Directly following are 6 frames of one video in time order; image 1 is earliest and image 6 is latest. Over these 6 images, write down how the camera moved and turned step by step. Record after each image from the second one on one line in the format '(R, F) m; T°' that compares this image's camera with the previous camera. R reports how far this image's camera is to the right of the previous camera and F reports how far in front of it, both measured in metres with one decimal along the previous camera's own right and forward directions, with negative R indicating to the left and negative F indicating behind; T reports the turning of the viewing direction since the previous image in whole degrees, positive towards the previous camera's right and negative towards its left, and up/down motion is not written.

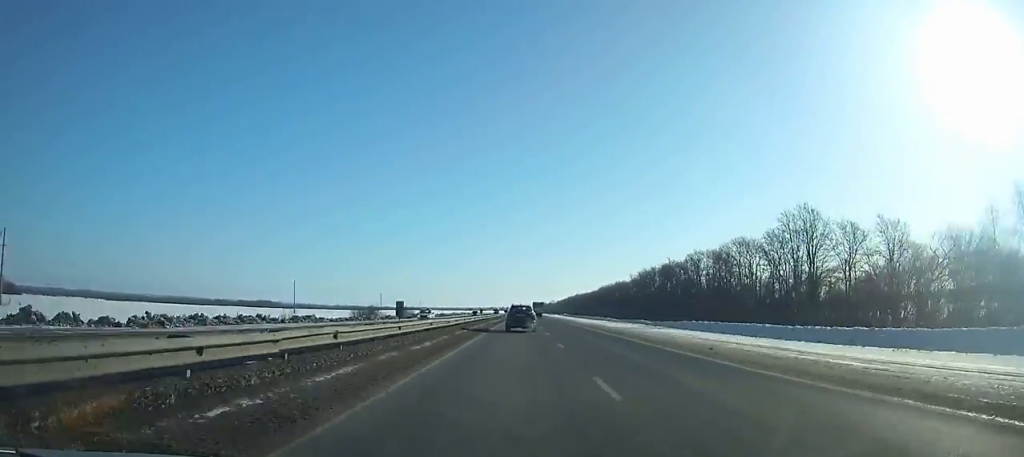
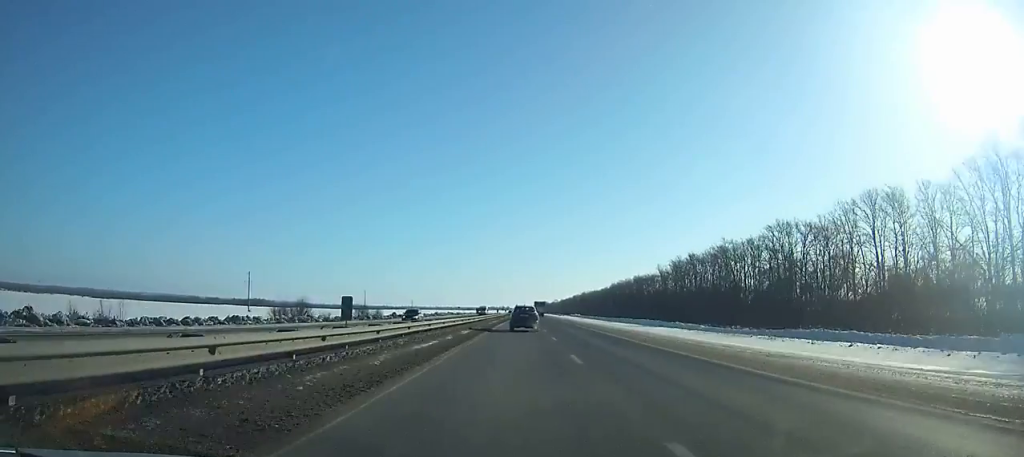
(+0.1, +41.7) m; 0°
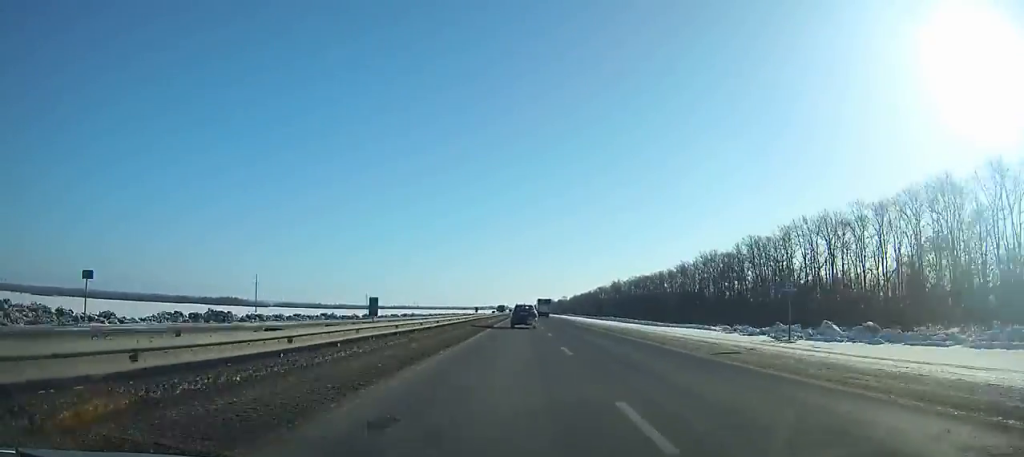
(-0.5, +140.0) m; 0°
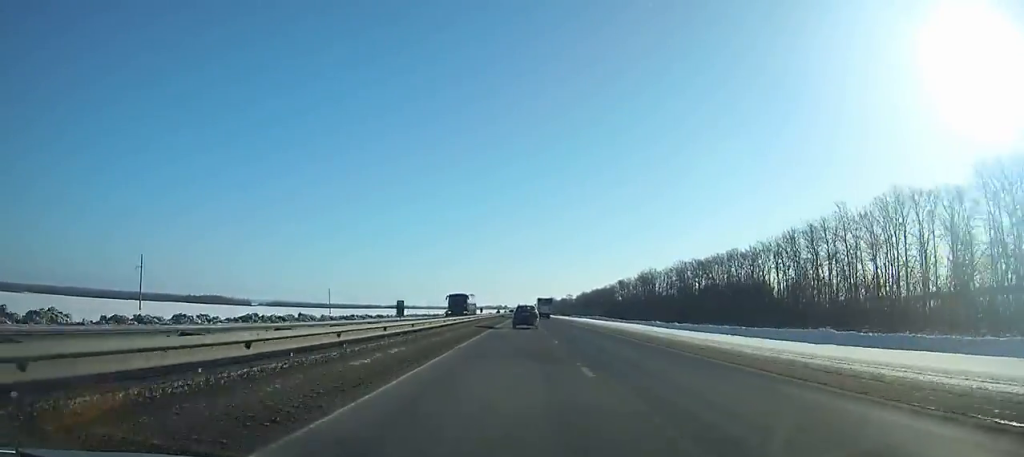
(0.0, +64.5) m; 0°
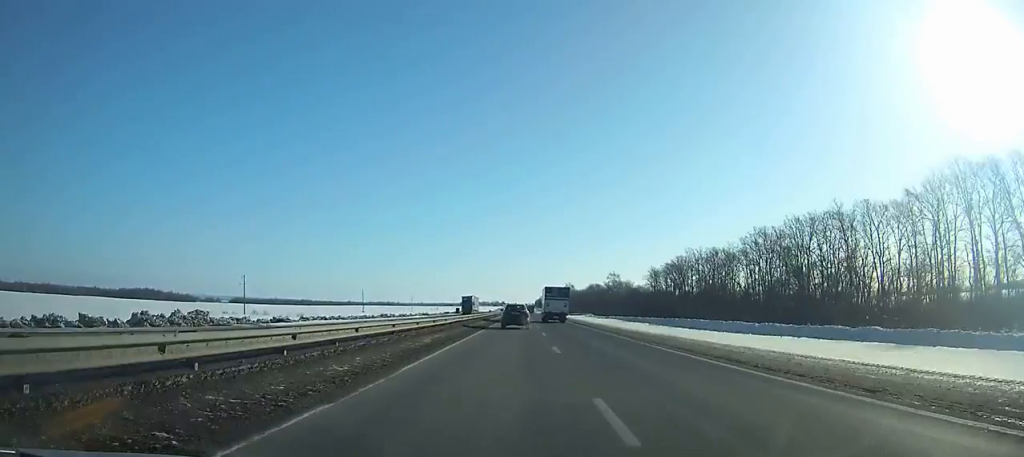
(+0.1, +233.5) m; 0°
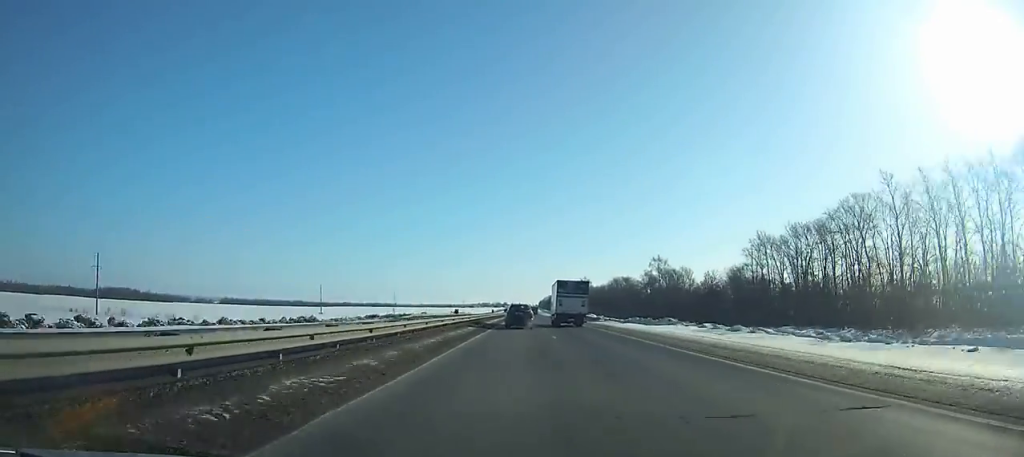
(-0.1, +75.9) m; 0°
